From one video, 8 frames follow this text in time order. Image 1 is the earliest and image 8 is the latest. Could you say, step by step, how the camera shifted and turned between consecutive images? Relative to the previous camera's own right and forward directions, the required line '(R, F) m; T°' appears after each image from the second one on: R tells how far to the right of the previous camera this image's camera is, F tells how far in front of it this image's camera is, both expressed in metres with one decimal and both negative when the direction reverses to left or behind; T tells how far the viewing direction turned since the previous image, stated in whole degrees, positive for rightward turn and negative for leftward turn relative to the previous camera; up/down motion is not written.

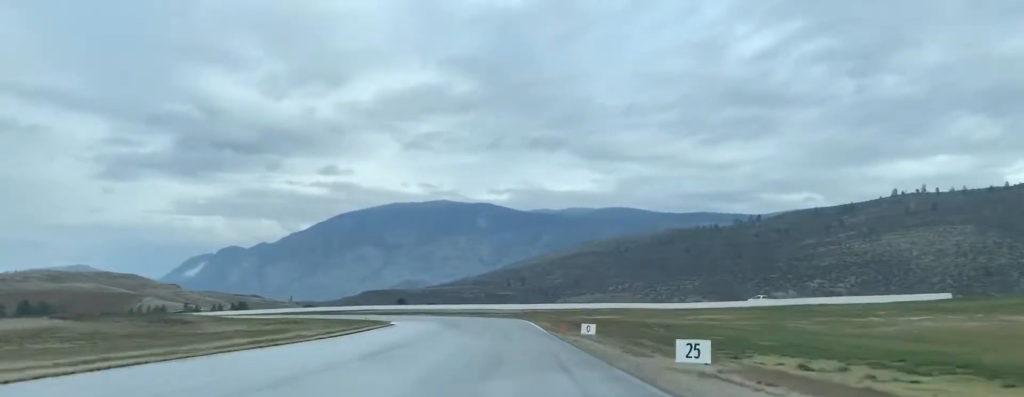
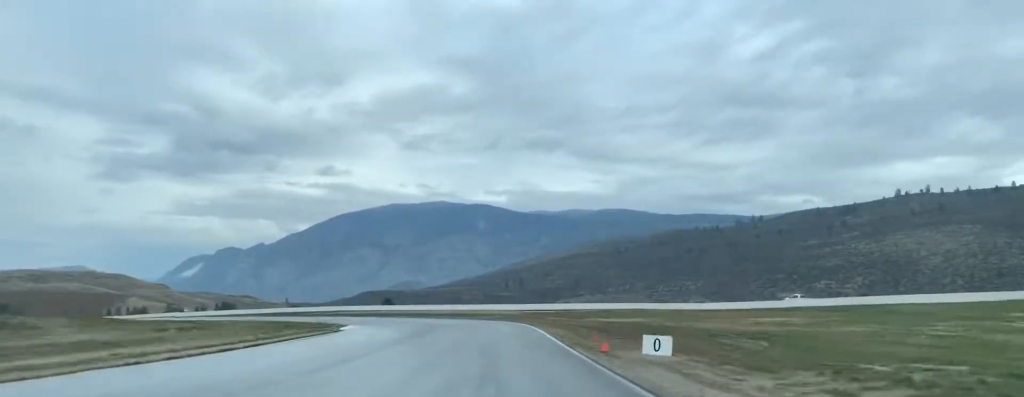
(-0.1, +21.8) m; 0°
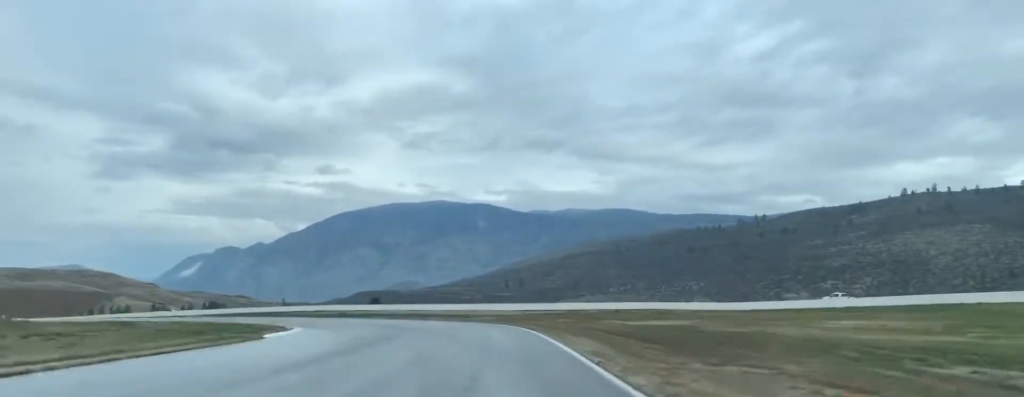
(+0.2, +16.8) m; -1°
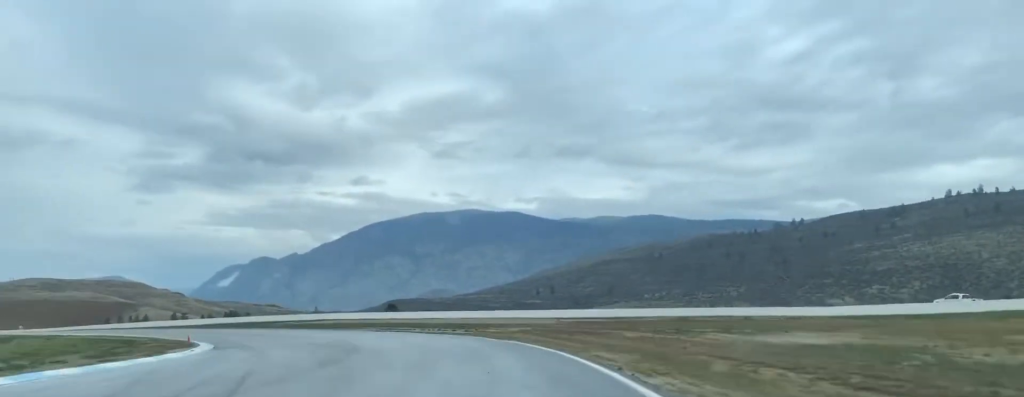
(-0.2, +24.4) m; -5°
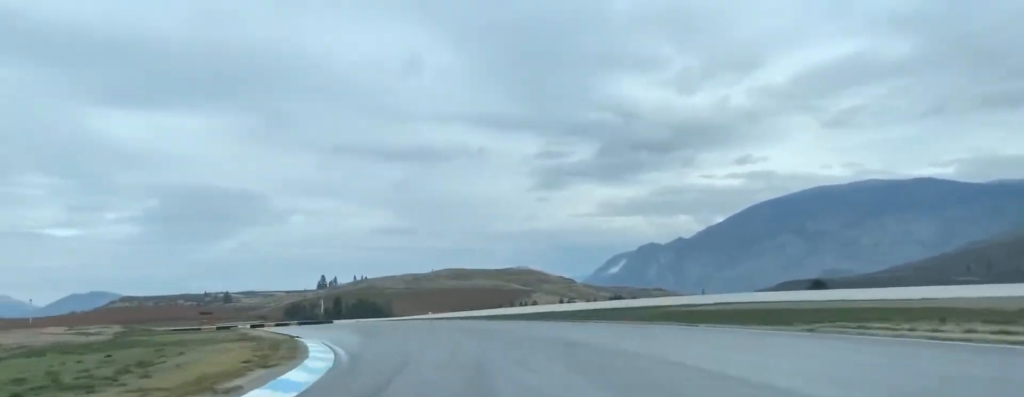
(-7.5, +45.1) m; -25°
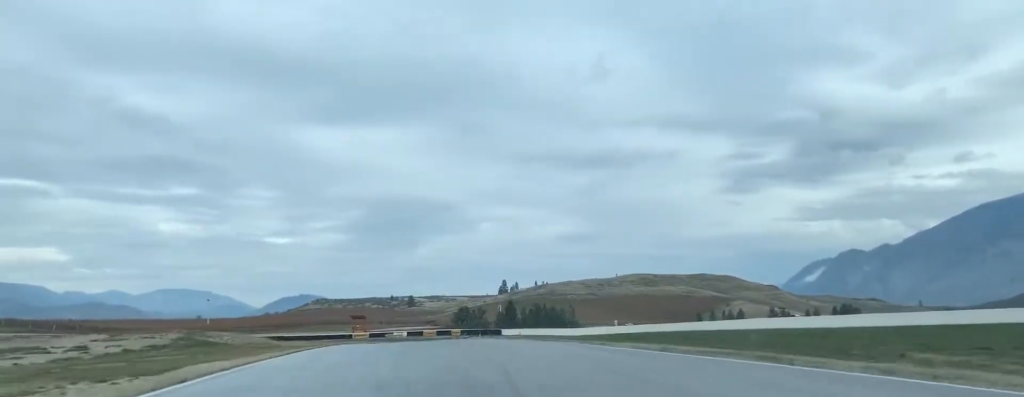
(-8.2, +38.4) m; -18°
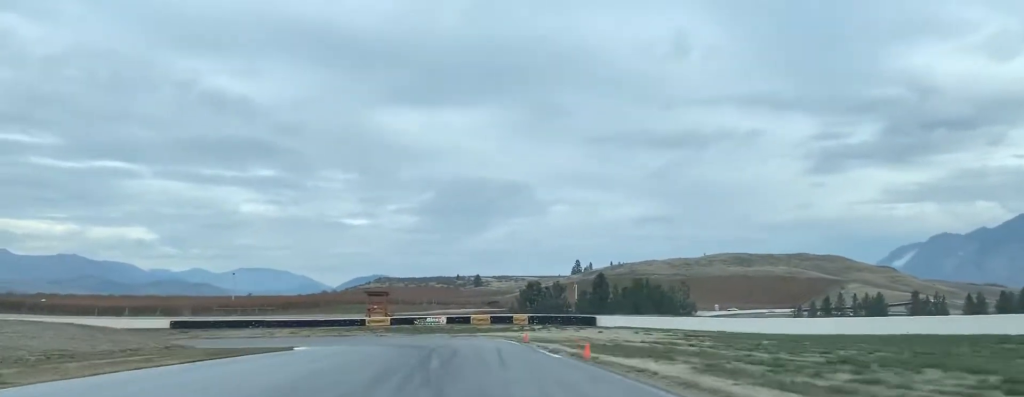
(-0.2, +50.5) m; +2°
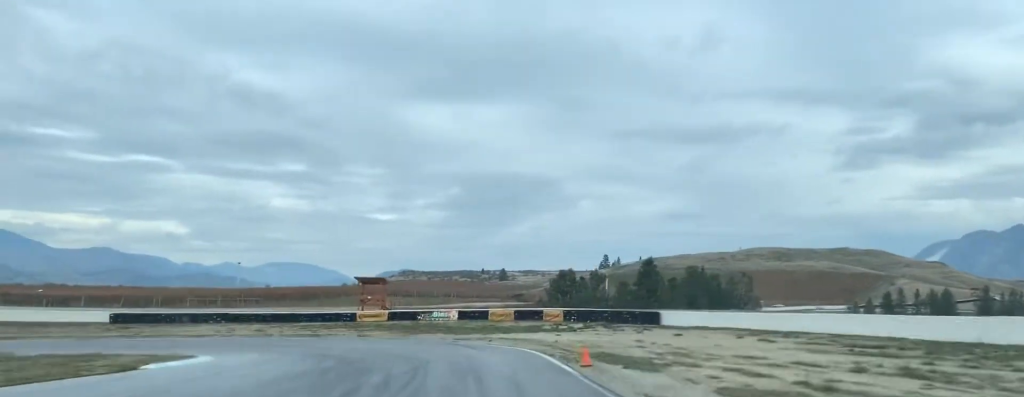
(-0.2, +21.6) m; -1°
